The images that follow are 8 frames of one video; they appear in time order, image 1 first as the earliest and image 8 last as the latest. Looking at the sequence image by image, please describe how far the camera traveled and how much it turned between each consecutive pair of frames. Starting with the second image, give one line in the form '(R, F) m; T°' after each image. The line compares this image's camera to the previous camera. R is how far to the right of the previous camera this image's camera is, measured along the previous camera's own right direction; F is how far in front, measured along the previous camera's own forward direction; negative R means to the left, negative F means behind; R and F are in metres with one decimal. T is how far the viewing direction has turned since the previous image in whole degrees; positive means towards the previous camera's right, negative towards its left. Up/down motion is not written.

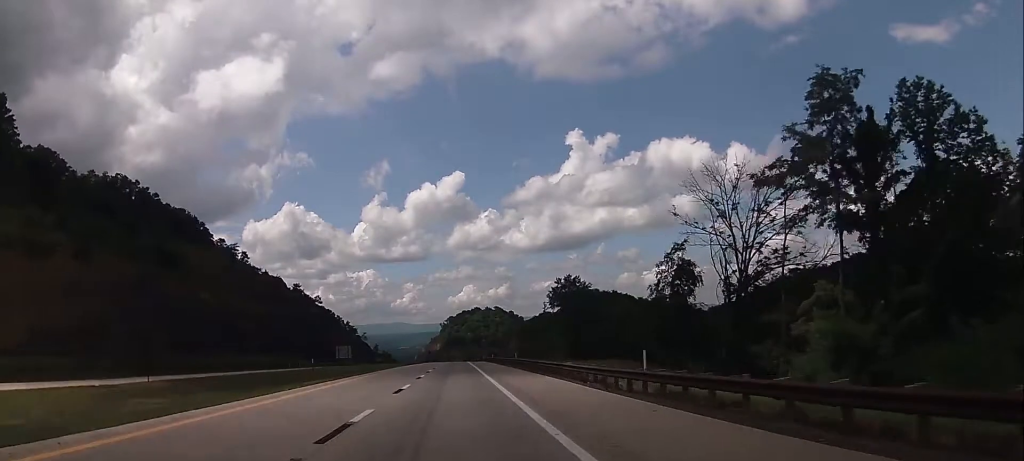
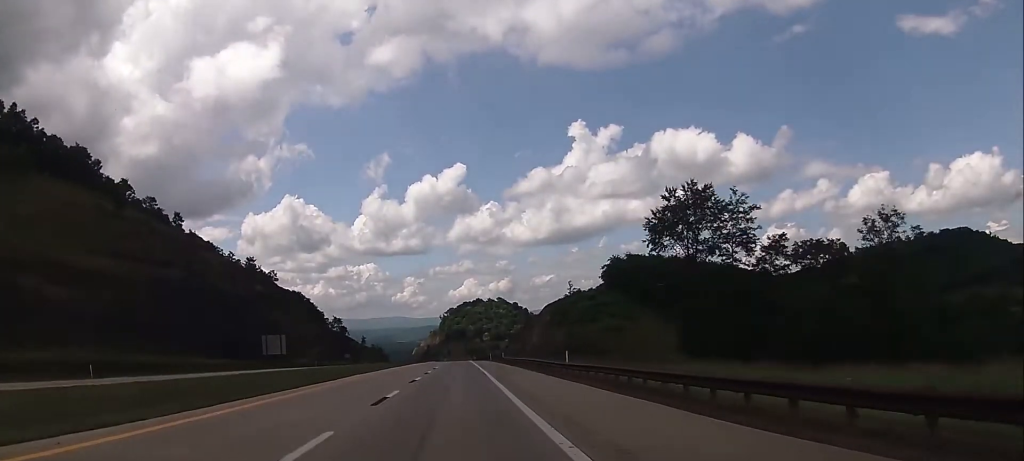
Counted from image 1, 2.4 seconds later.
(0.0, +78.3) m; 0°
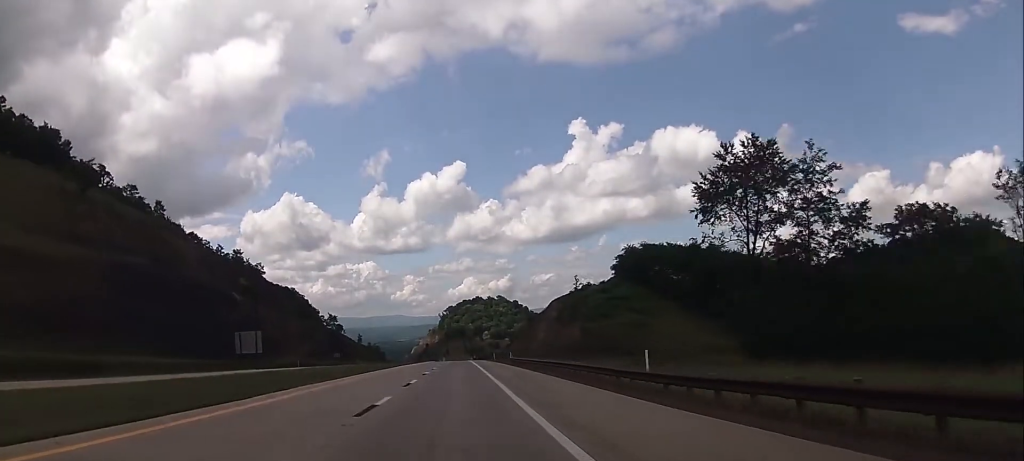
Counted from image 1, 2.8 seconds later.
(0.0, +15.4) m; 0°
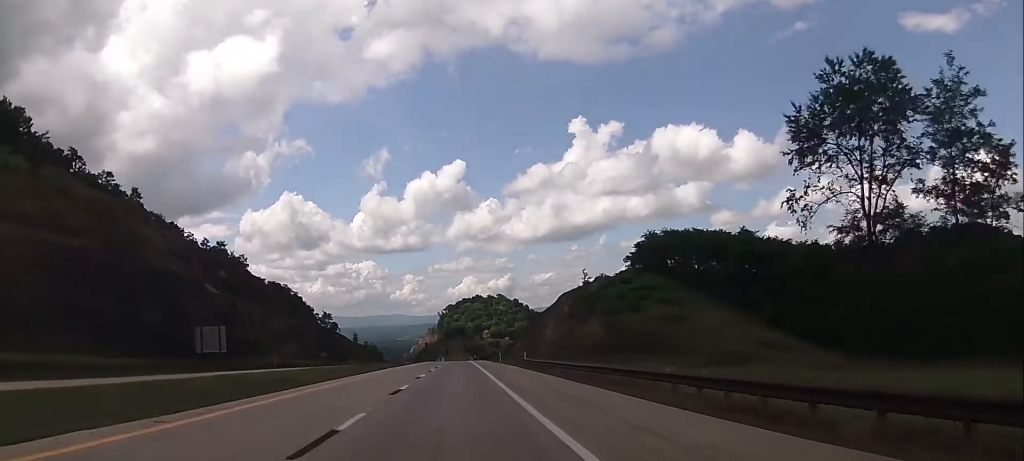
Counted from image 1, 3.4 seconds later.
(0.0, +17.7) m; 0°
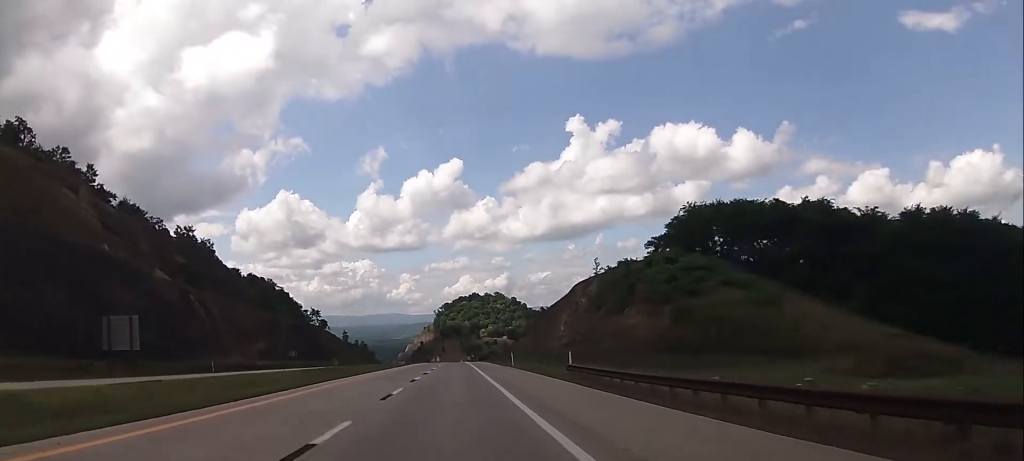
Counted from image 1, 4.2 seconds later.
(0.0, +26.5) m; 0°
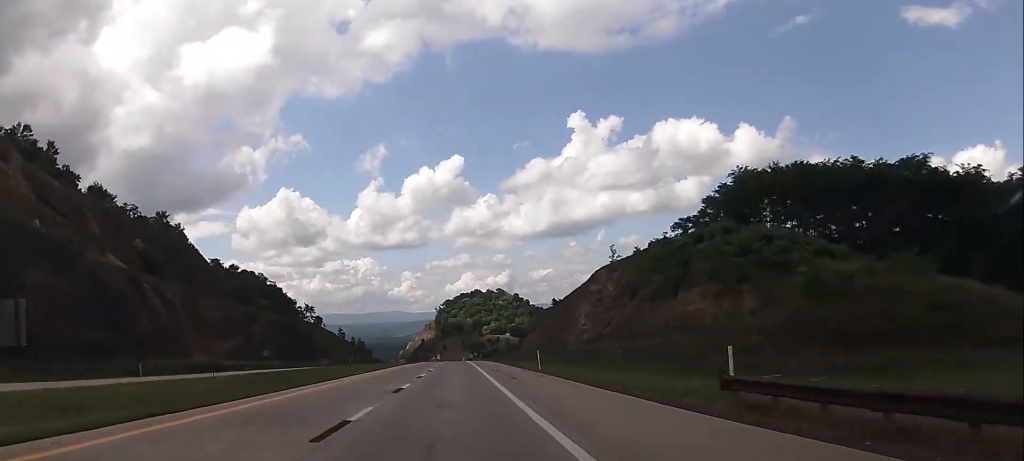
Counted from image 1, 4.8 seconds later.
(0.0, +21.0) m; 0°
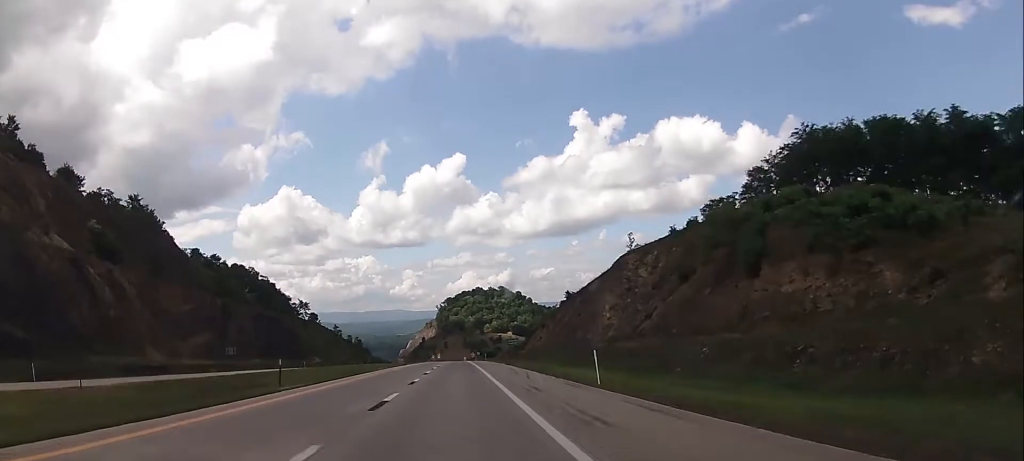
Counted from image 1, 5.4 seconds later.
(0.0, +18.8) m; 0°
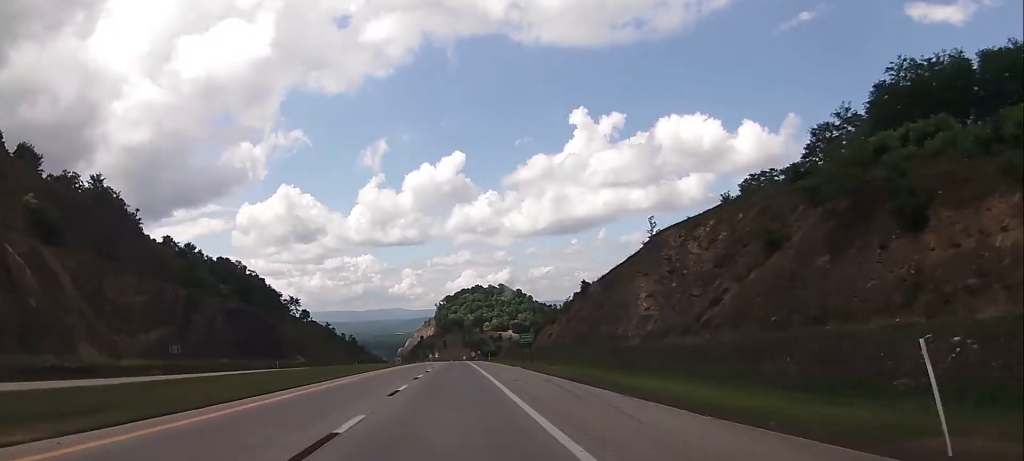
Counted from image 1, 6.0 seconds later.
(0.0, +19.9) m; 0°
